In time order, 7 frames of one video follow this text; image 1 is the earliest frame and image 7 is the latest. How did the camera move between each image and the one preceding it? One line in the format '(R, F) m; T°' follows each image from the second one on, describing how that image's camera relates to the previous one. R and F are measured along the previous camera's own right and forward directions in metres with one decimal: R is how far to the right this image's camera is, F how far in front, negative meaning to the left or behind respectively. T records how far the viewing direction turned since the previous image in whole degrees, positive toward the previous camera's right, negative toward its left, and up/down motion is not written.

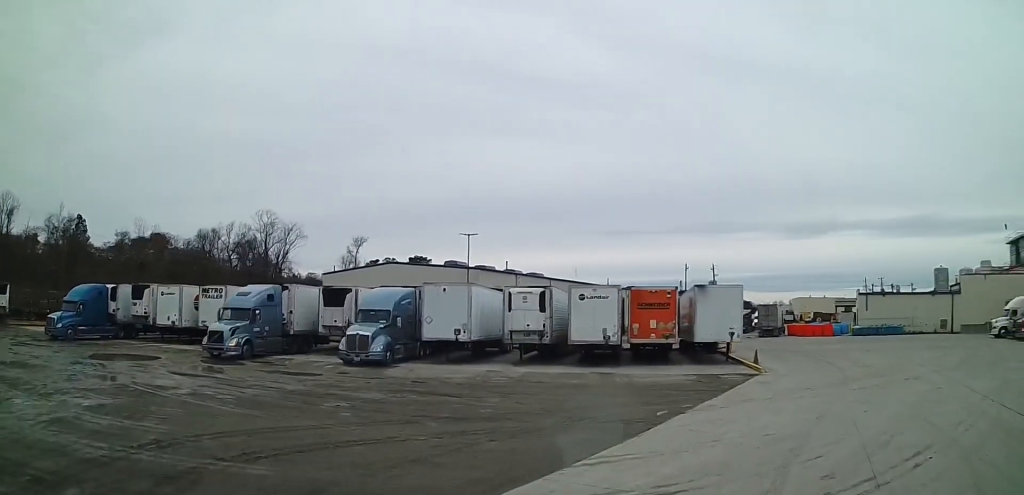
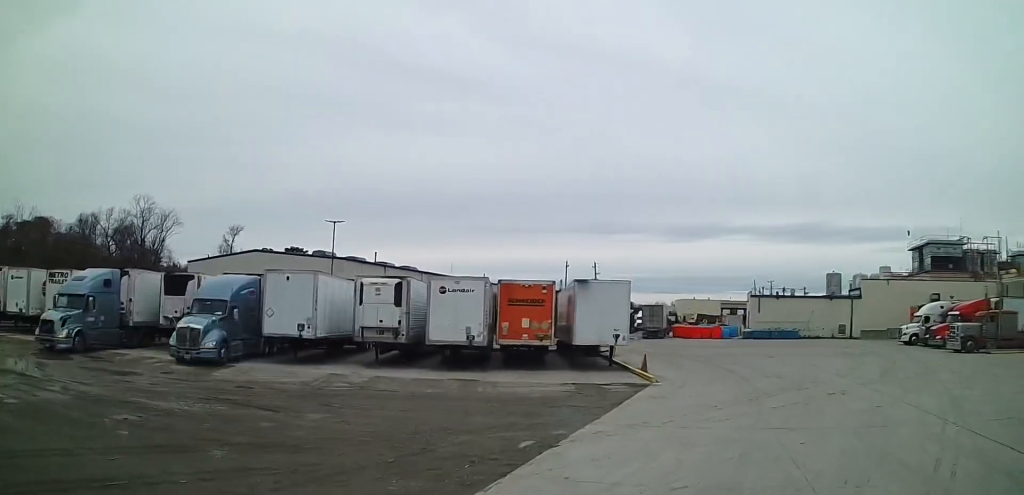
(+0.6, +3.1) m; +18°
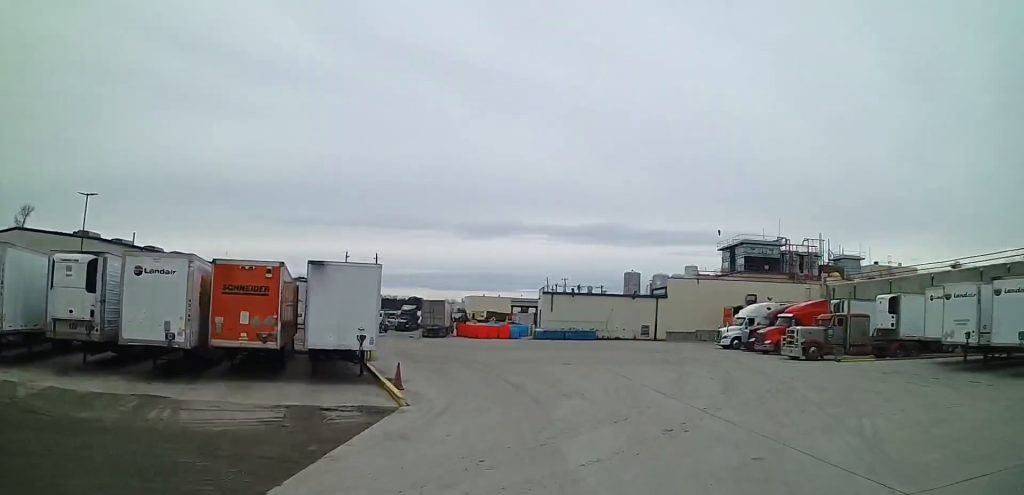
(+1.3, +6.1) m; +19°
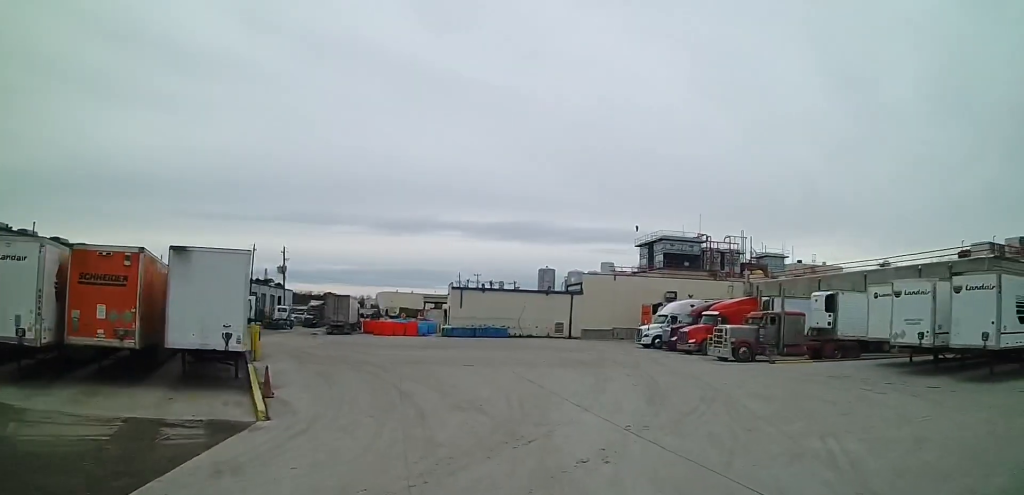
(+0.1, +2.7) m; +2°
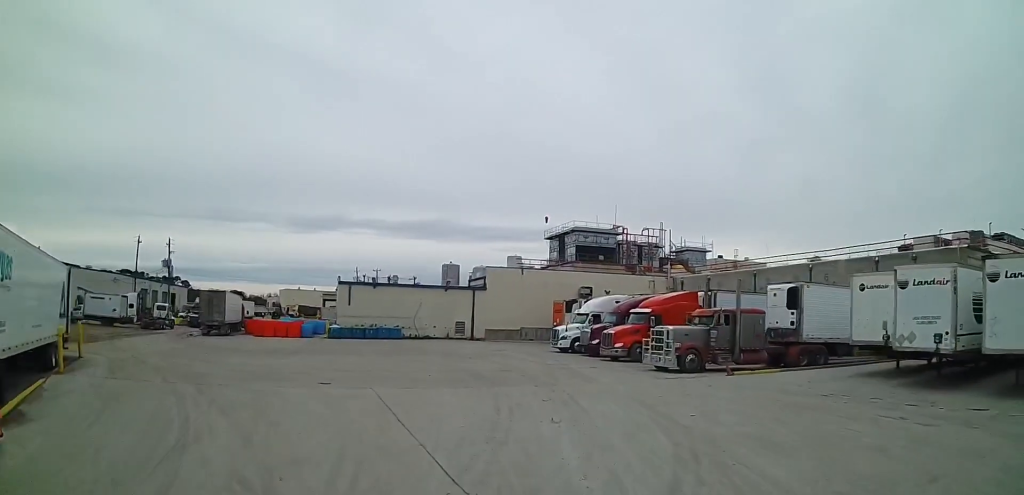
(0.0, +6.0) m; +2°
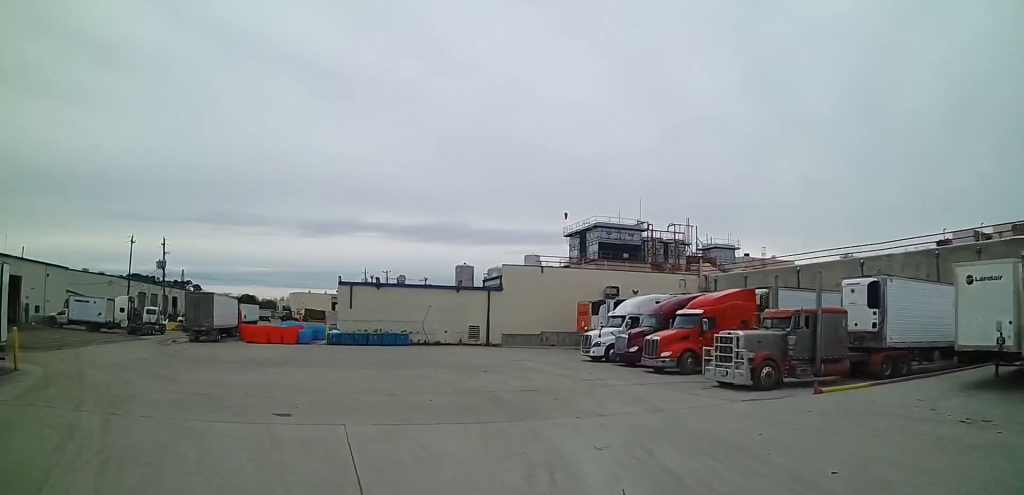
(+0.1, +4.7) m; -3°
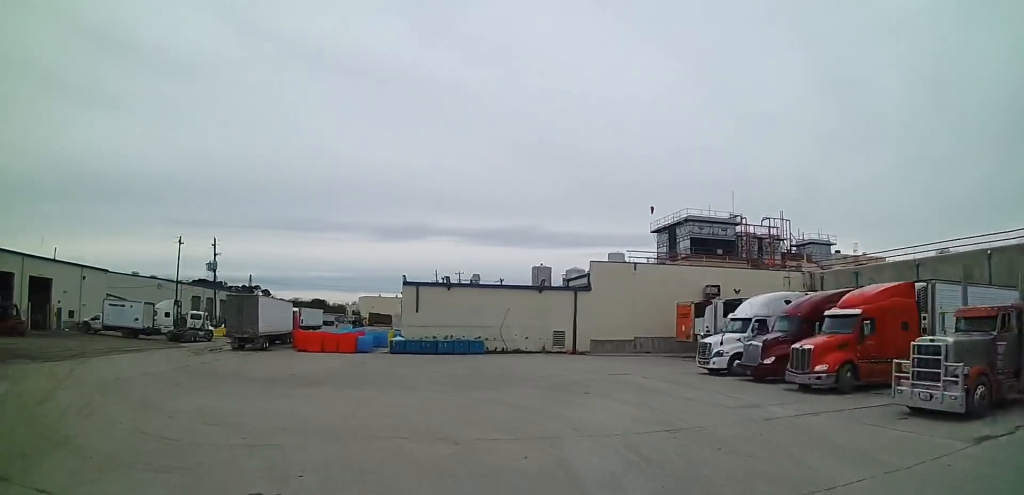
(-0.4, +5.8) m; -5°
